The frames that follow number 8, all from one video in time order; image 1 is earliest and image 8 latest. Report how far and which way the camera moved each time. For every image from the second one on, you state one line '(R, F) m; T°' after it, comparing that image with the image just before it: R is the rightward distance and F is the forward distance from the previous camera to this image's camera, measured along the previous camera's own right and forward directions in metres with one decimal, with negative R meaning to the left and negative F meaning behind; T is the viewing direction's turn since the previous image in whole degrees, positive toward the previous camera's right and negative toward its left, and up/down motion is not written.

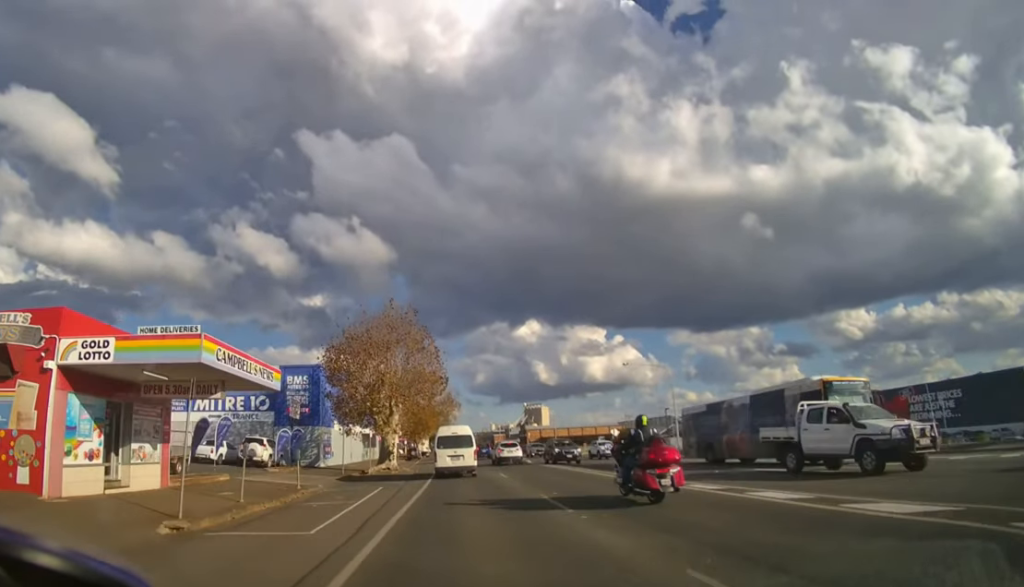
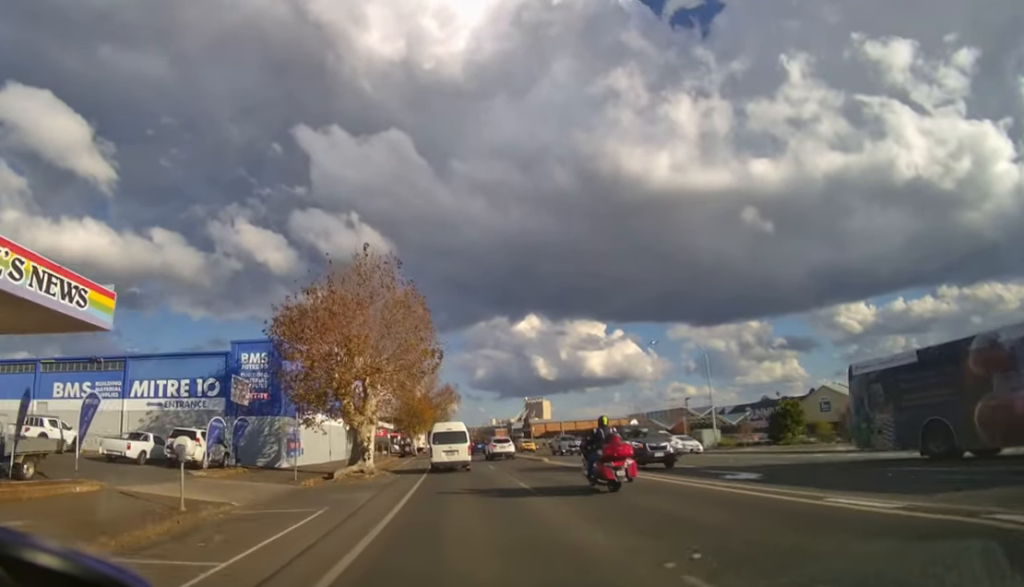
(0.0, +7.5) m; 0°
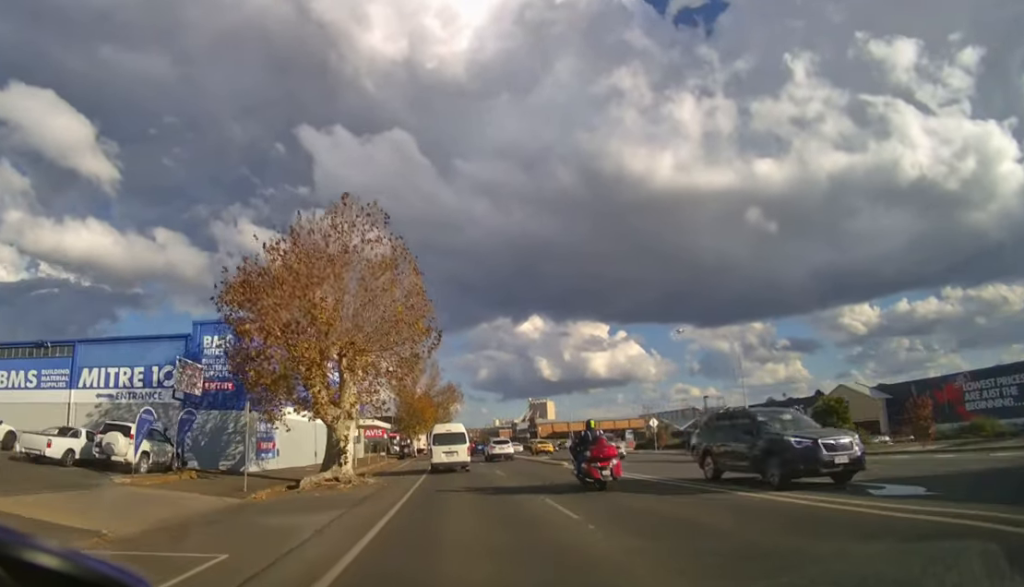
(0.0, +5.1) m; 0°
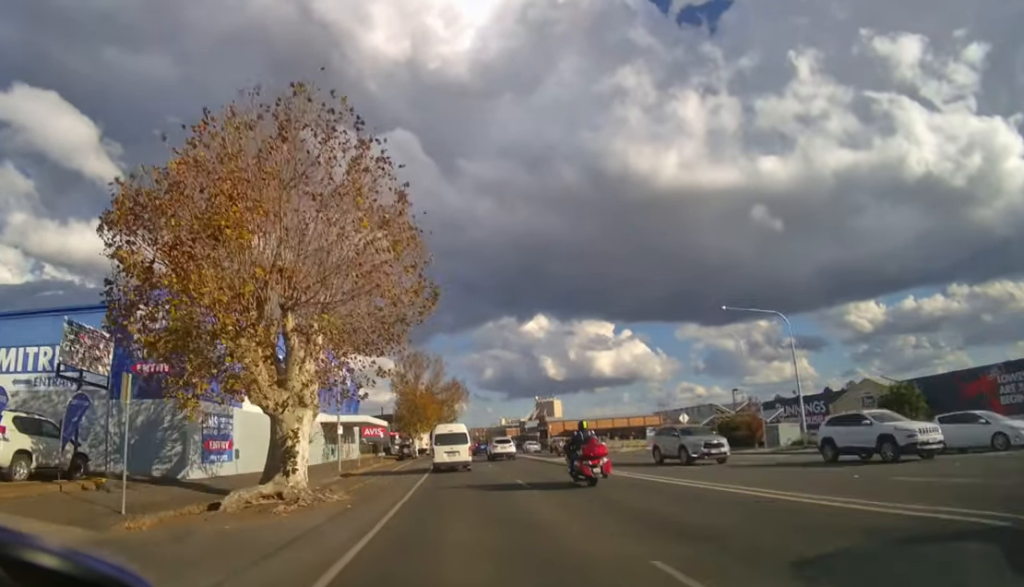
(0.0, +5.8) m; 0°
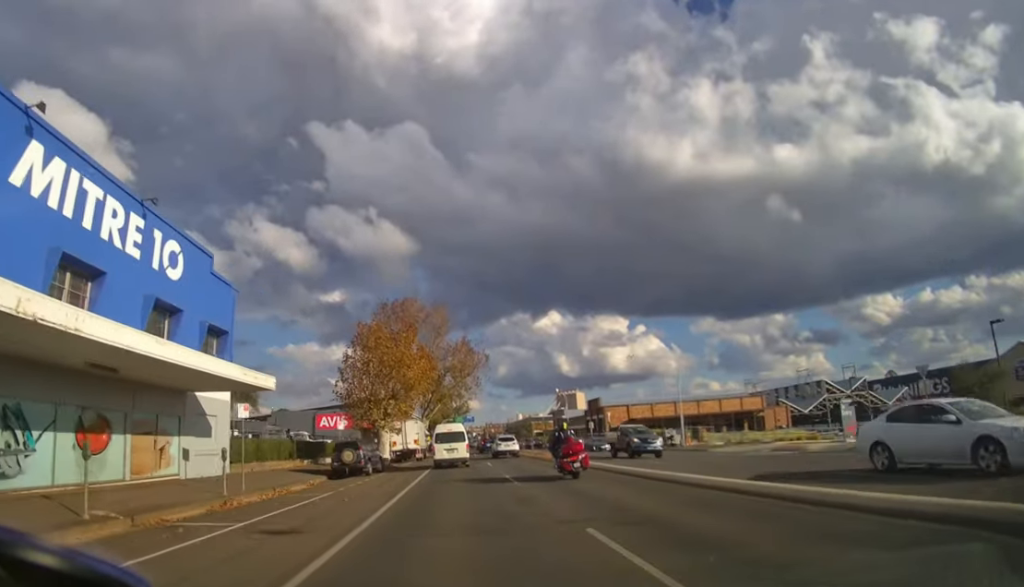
(-0.6, +35.0) m; -3°
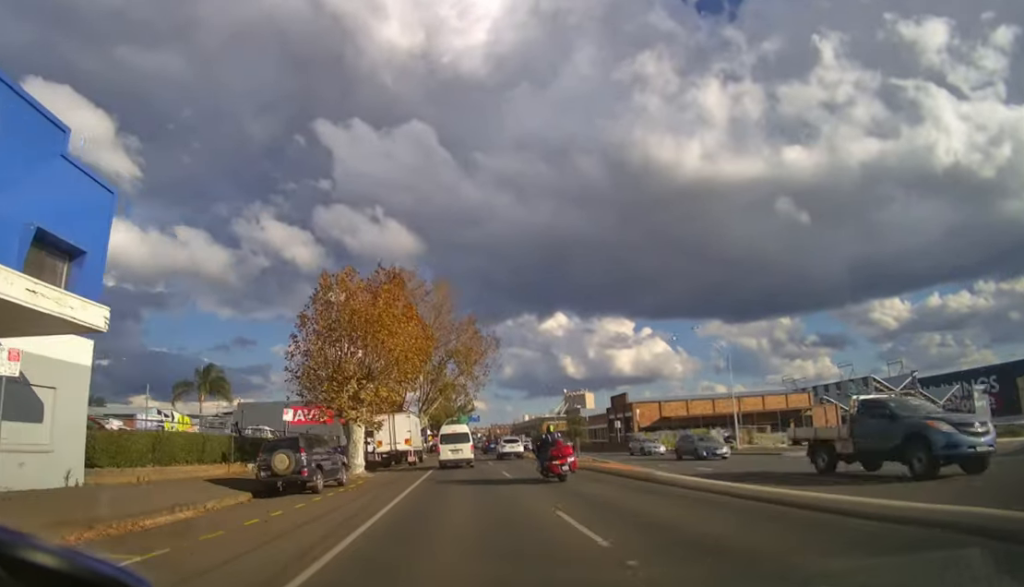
(-0.1, +10.8) m; -1°
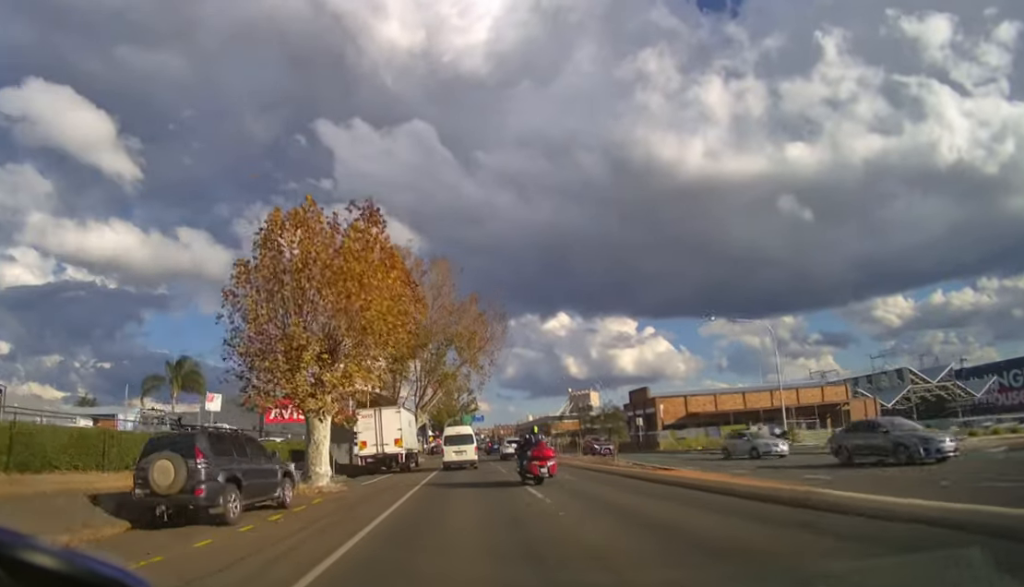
(0.0, +7.6) m; 0°
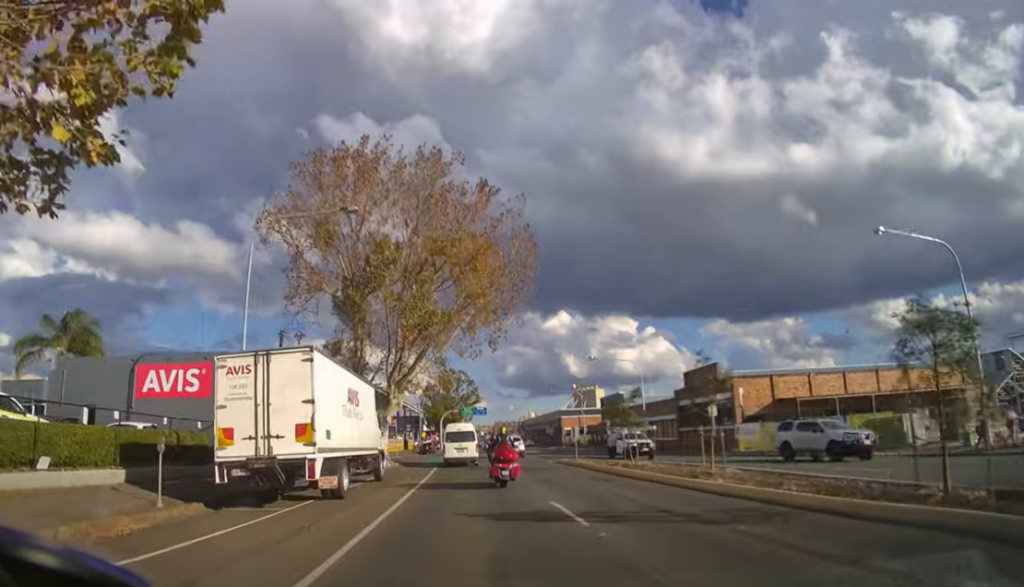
(0.0, +16.3) m; 0°
